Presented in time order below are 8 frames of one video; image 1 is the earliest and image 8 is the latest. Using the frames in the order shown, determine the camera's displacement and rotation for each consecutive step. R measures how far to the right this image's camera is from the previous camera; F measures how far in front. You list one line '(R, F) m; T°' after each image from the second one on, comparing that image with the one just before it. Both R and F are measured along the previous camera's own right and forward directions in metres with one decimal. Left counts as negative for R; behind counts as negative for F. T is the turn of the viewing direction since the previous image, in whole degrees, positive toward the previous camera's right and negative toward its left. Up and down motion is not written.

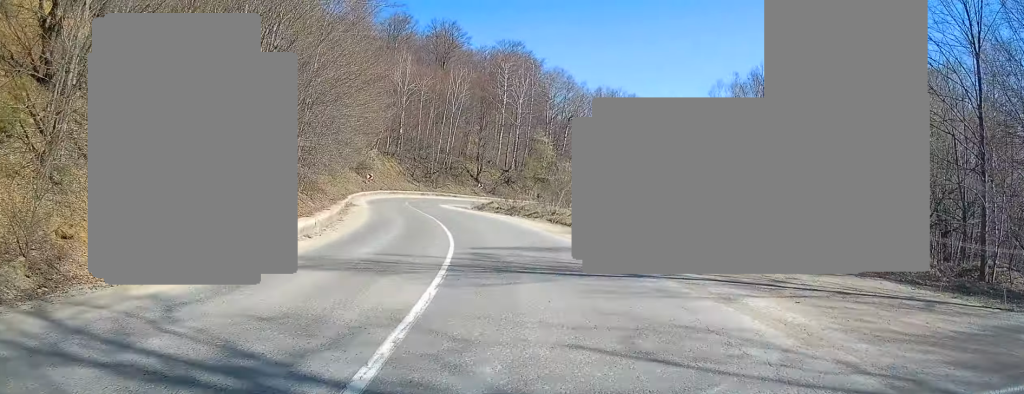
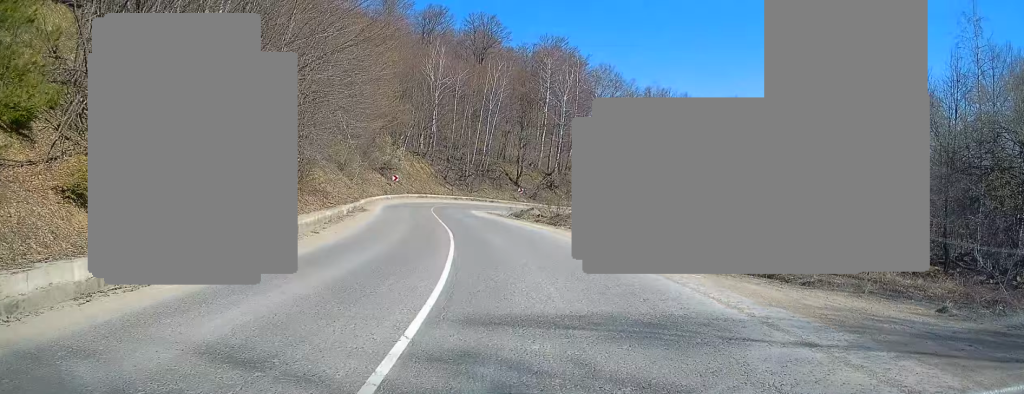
(-0.3, +8.1) m; -4°
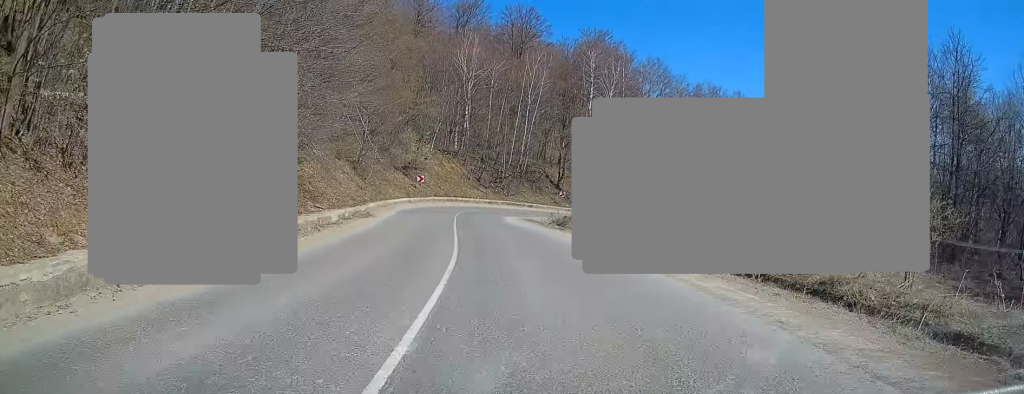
(-0.4, +7.6) m; -4°
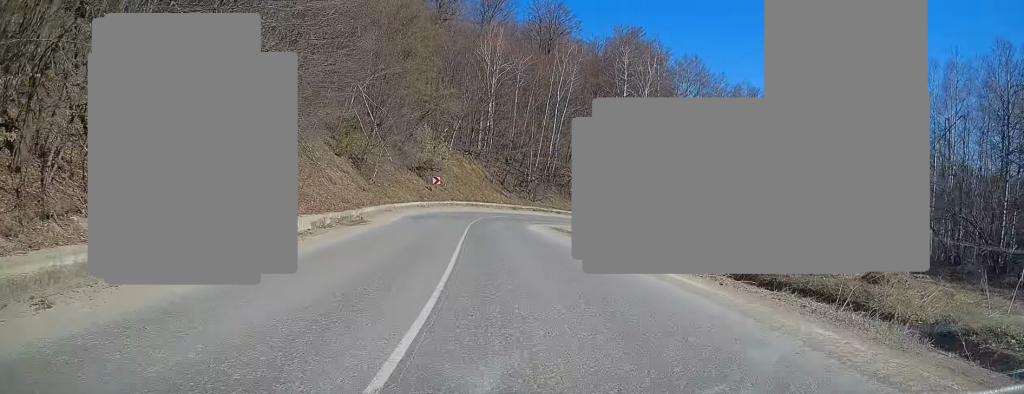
(-0.2, +6.0) m; -3°
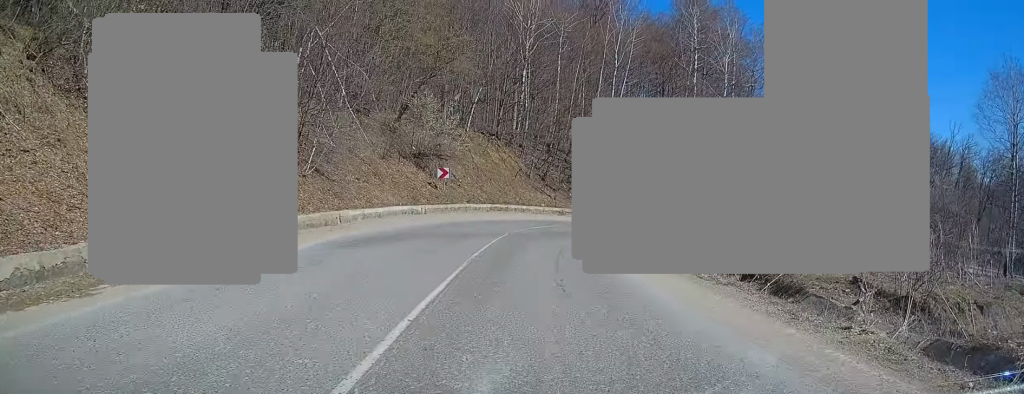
(-0.7, +17.2) m; -2°
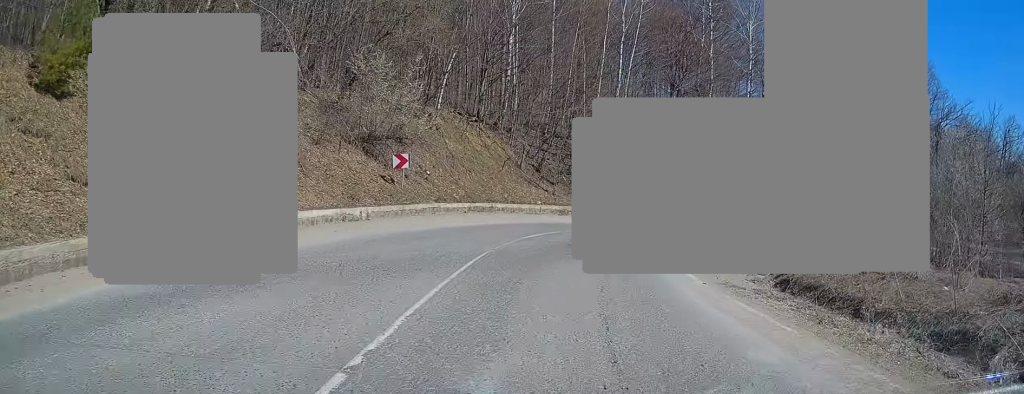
(0.0, +9.3) m; +3°
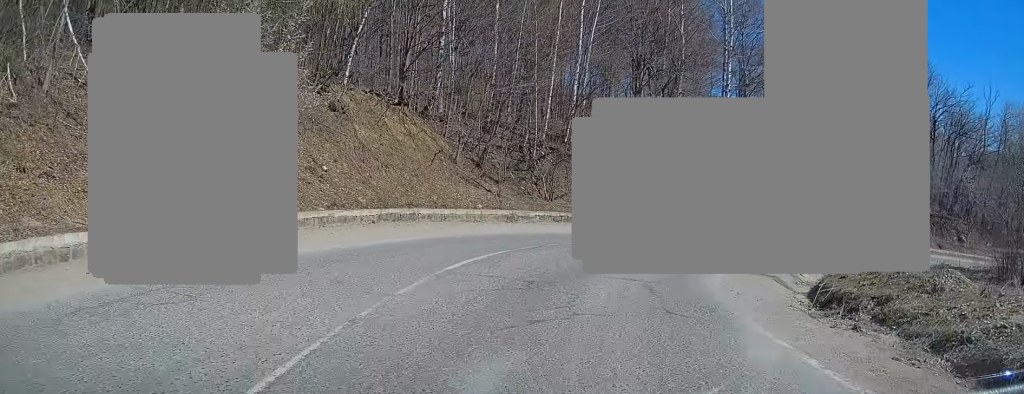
(+0.4, +7.8) m; +11°
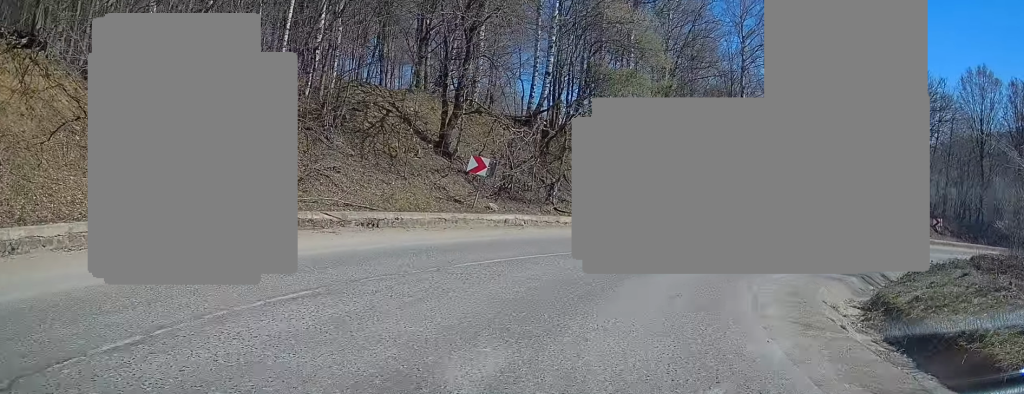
(+2.3, +12.4) m; +24°
